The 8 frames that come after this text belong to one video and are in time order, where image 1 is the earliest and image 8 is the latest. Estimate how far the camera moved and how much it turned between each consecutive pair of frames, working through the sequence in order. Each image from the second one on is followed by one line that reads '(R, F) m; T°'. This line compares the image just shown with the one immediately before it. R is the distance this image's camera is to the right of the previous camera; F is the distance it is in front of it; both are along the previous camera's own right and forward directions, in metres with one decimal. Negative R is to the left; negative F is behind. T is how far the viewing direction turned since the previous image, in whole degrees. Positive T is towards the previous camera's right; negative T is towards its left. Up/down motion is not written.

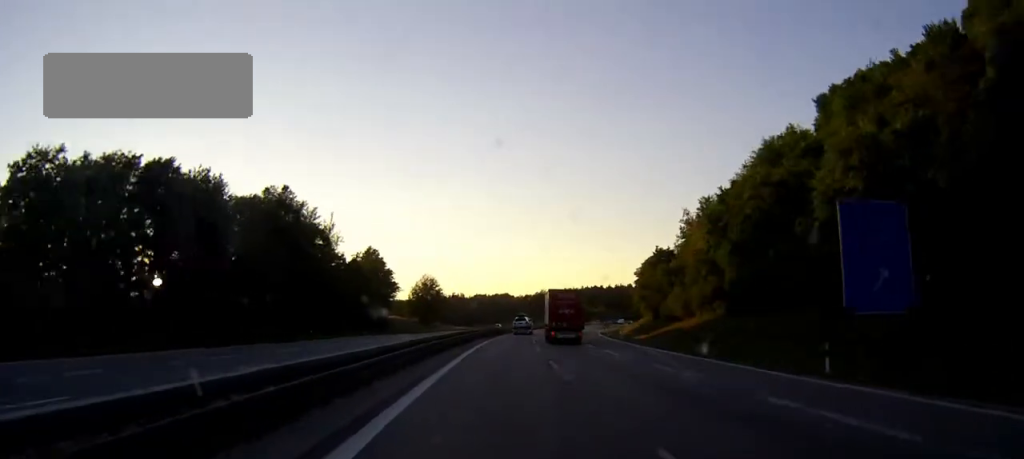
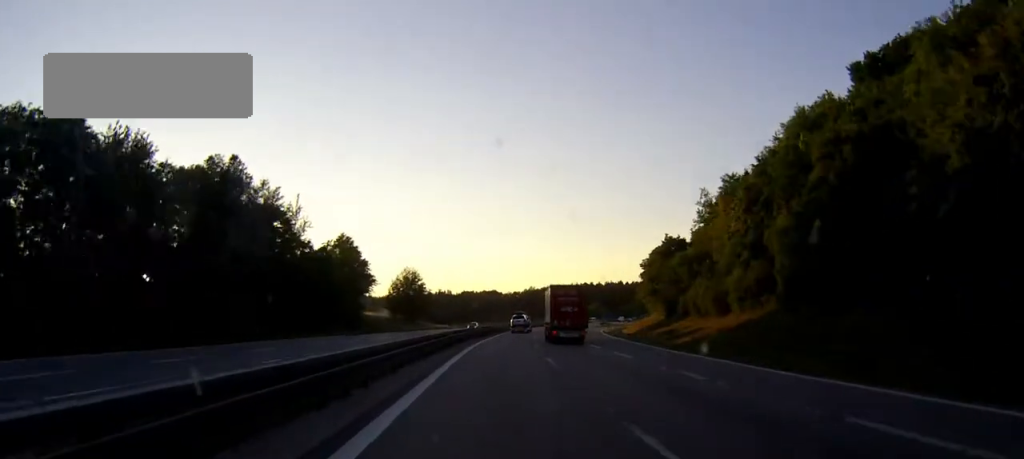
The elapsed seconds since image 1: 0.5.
(+0.1, +15.9) m; +1°
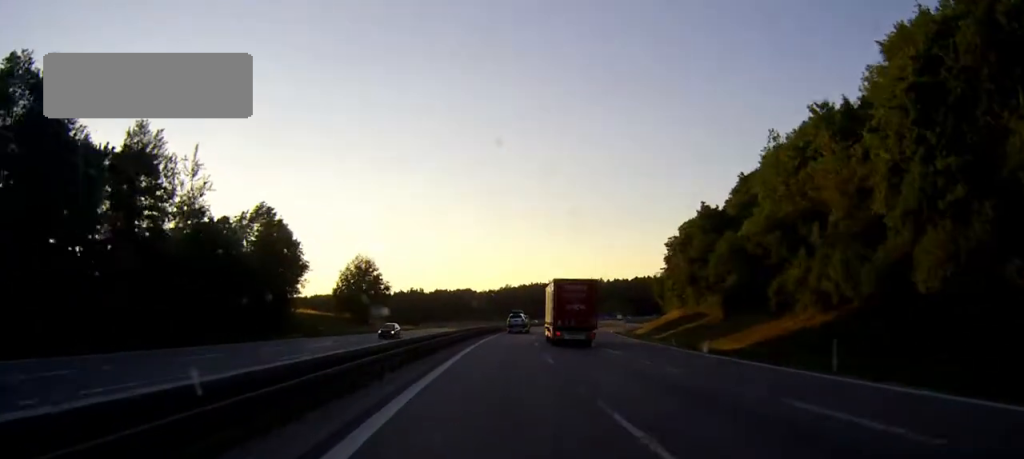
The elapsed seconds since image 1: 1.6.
(+0.6, +33.4) m; +2°
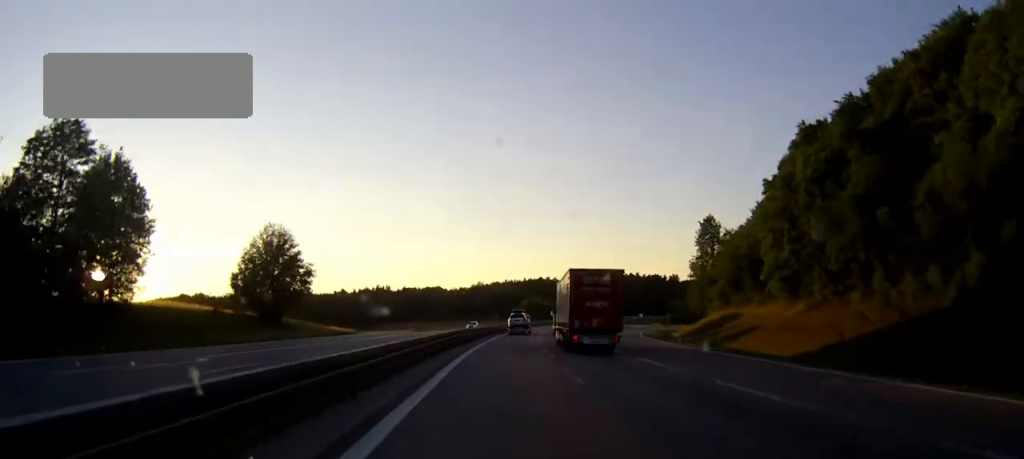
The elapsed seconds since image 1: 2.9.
(+0.9, +42.5) m; +2°
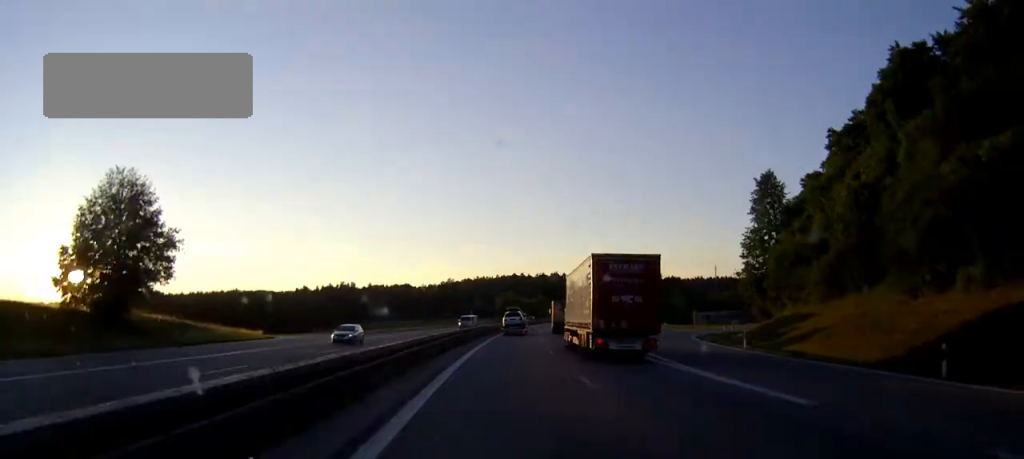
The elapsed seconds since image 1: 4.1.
(+0.7, +36.3) m; +2°
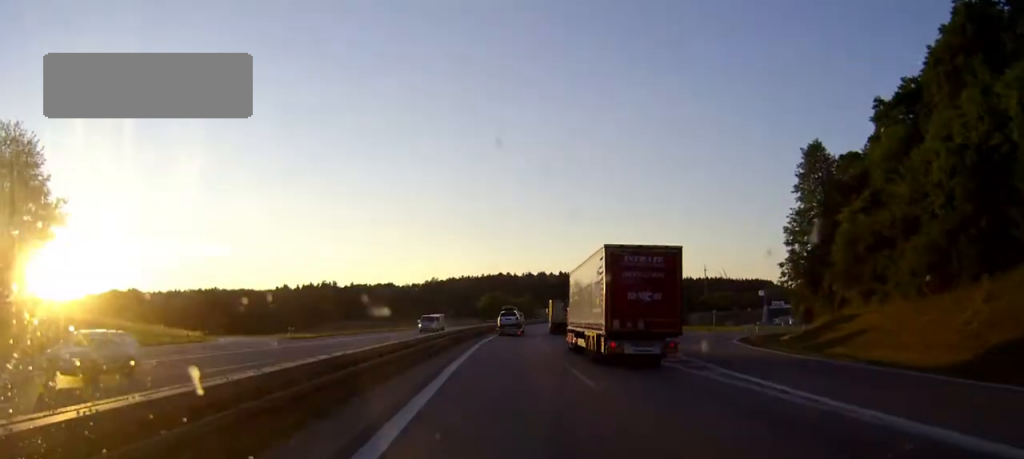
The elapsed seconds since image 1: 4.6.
(+0.1, +16.6) m; +1°
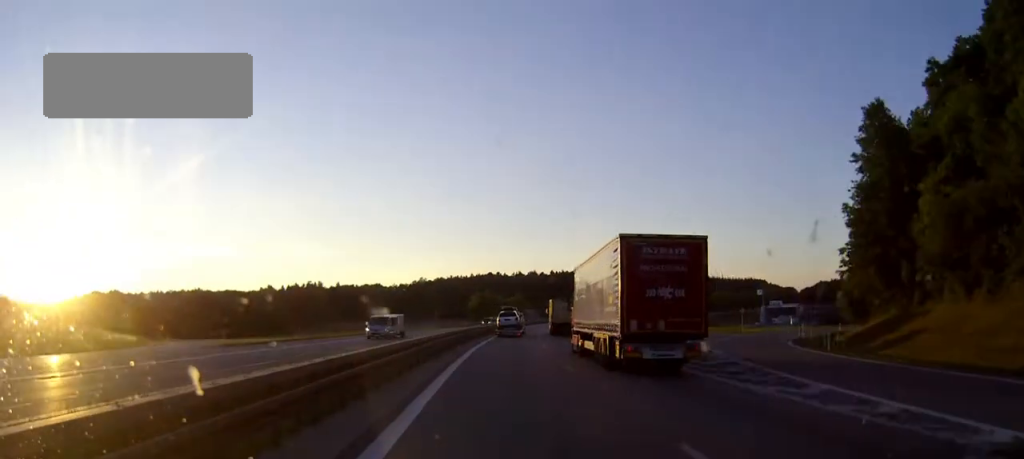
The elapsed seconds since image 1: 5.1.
(+0.1, +14.4) m; +1°
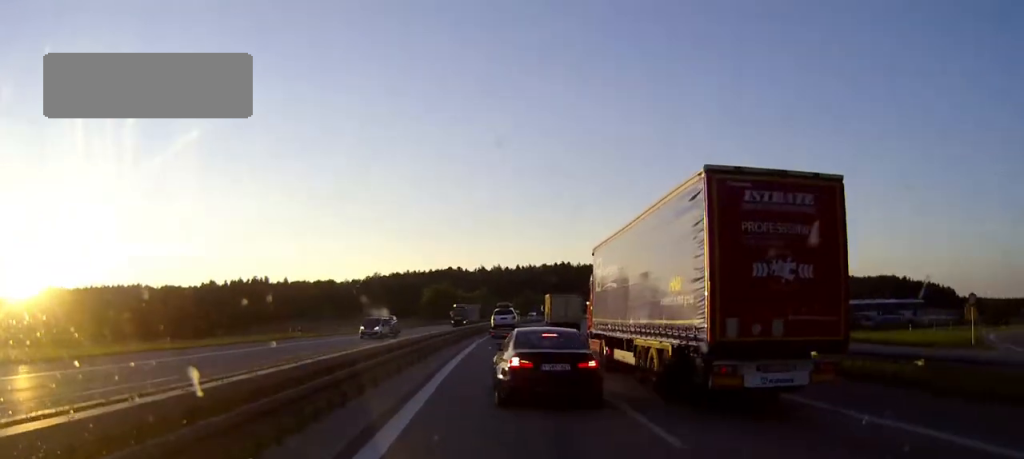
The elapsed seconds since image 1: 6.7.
(+1.2, +47.1) m; +3°
